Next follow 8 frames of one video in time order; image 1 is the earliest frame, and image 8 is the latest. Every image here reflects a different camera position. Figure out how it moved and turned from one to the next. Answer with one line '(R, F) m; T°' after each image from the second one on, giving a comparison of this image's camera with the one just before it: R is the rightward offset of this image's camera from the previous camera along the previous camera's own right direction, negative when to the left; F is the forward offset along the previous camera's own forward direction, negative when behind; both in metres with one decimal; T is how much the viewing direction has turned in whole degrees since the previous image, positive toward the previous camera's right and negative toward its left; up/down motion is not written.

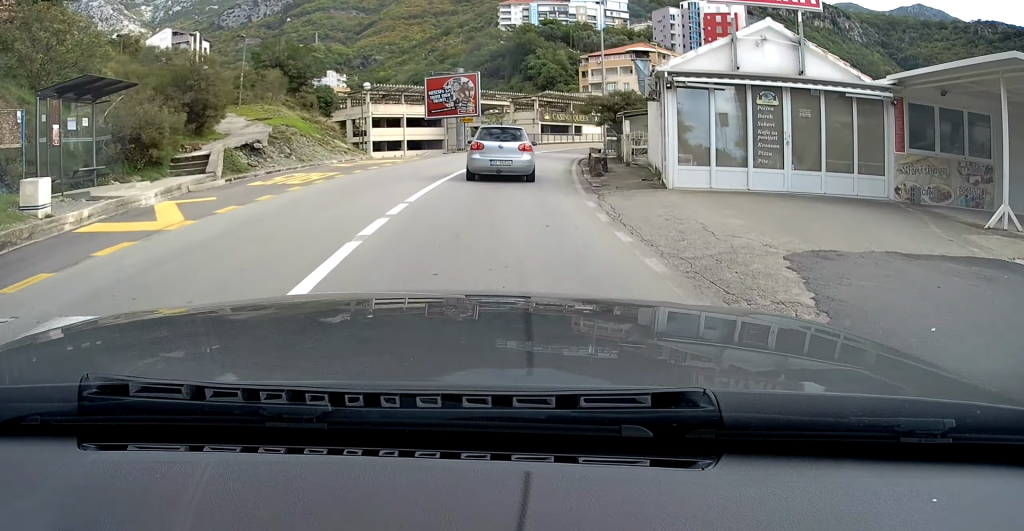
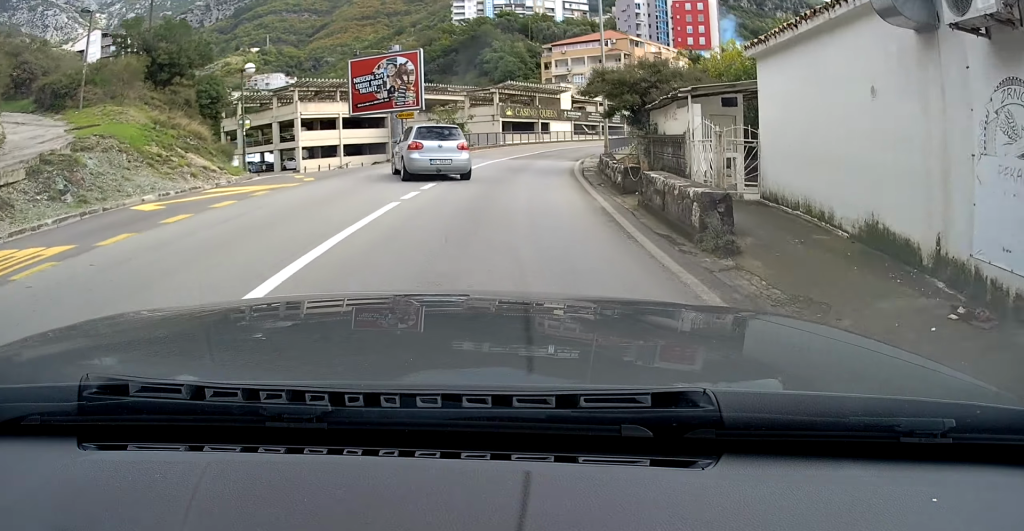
(0.0, +14.7) m; +2°
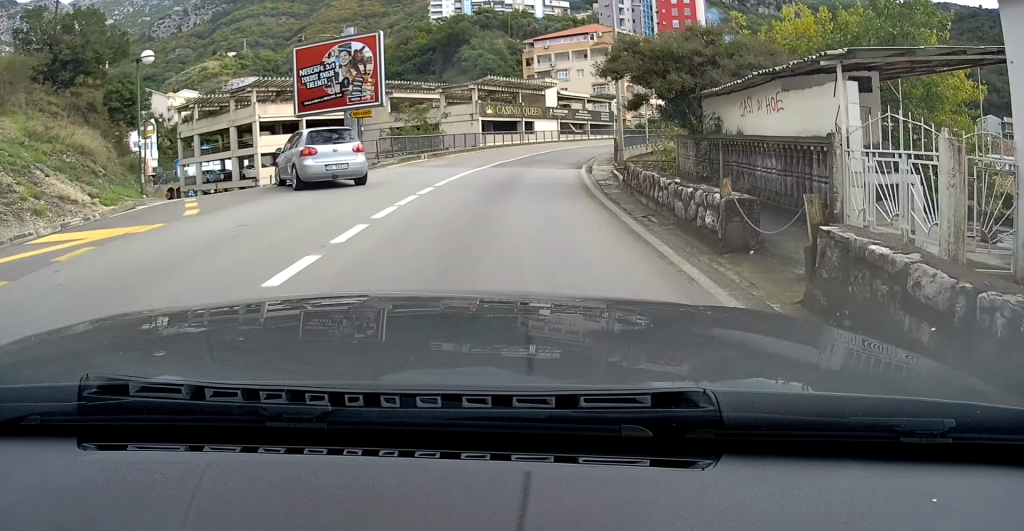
(-0.1, +7.8) m; +2°
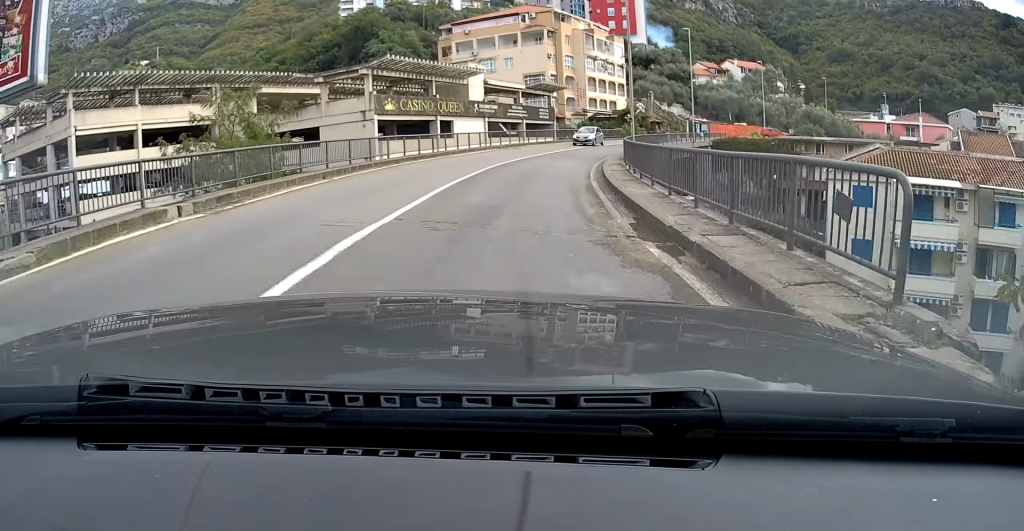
(+1.2, +19.4) m; +9°
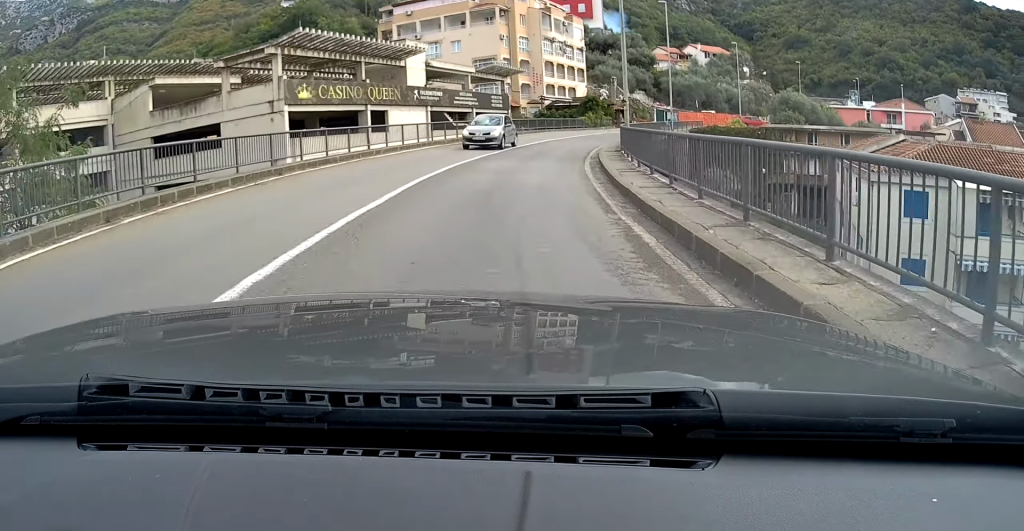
(0.0, +8.5) m; +4°
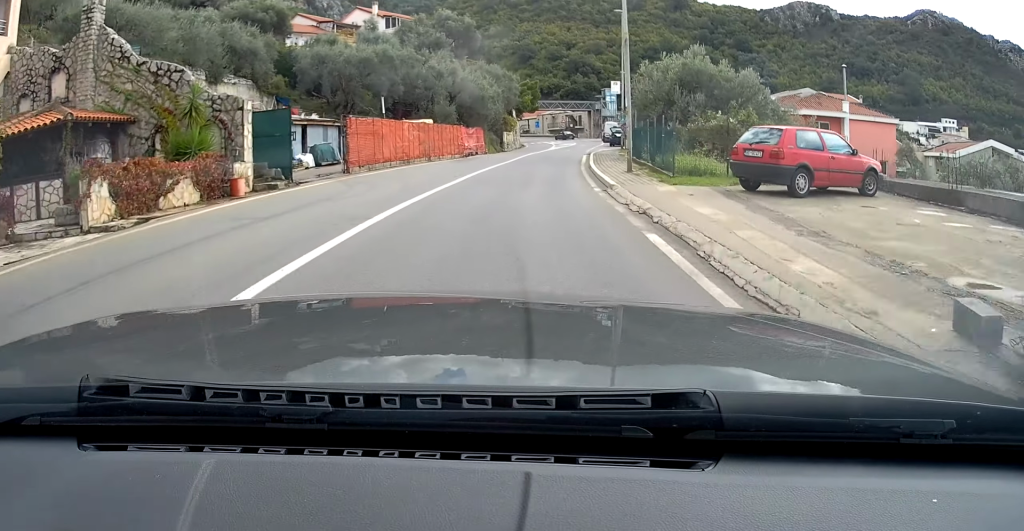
(+15.7, +63.1) m; +27°
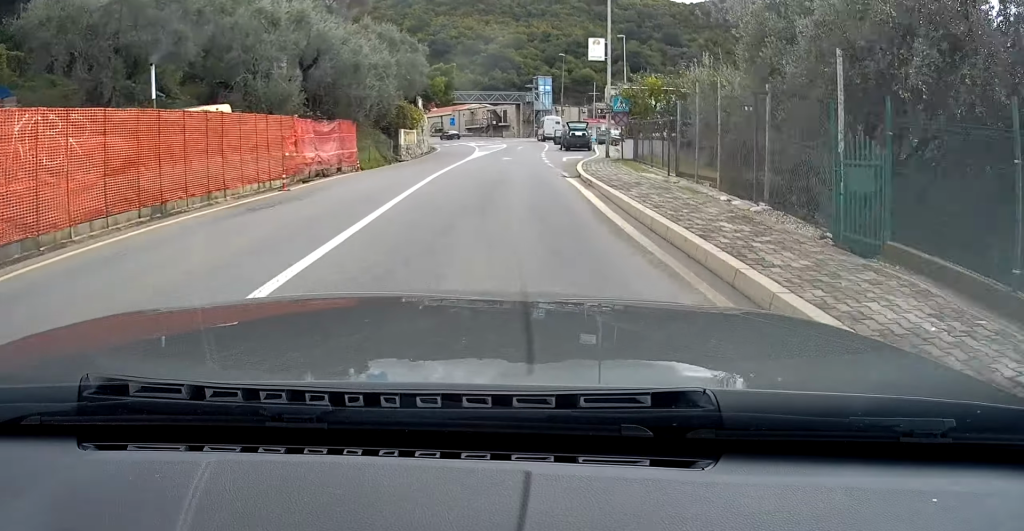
(+2.0, +23.0) m; +7°
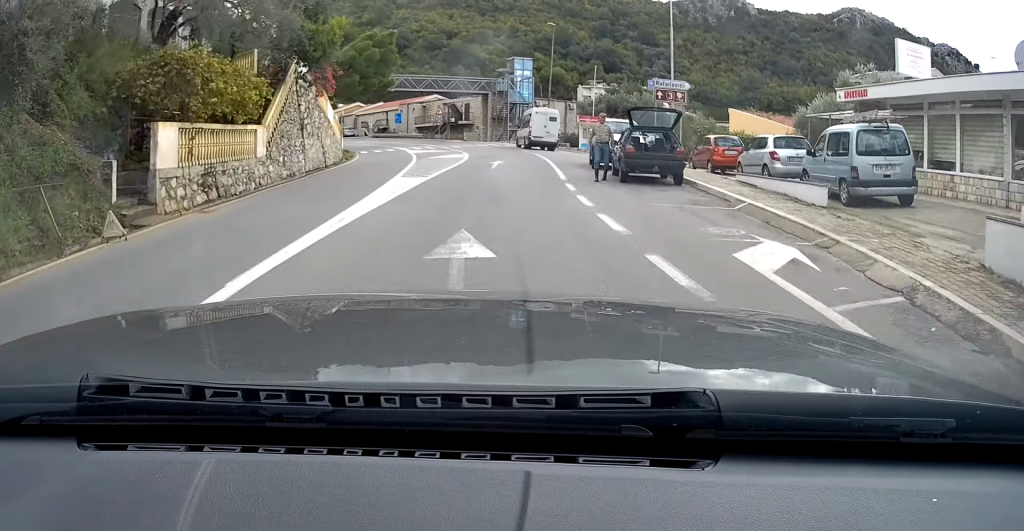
(+1.6, +25.4) m; +4°
